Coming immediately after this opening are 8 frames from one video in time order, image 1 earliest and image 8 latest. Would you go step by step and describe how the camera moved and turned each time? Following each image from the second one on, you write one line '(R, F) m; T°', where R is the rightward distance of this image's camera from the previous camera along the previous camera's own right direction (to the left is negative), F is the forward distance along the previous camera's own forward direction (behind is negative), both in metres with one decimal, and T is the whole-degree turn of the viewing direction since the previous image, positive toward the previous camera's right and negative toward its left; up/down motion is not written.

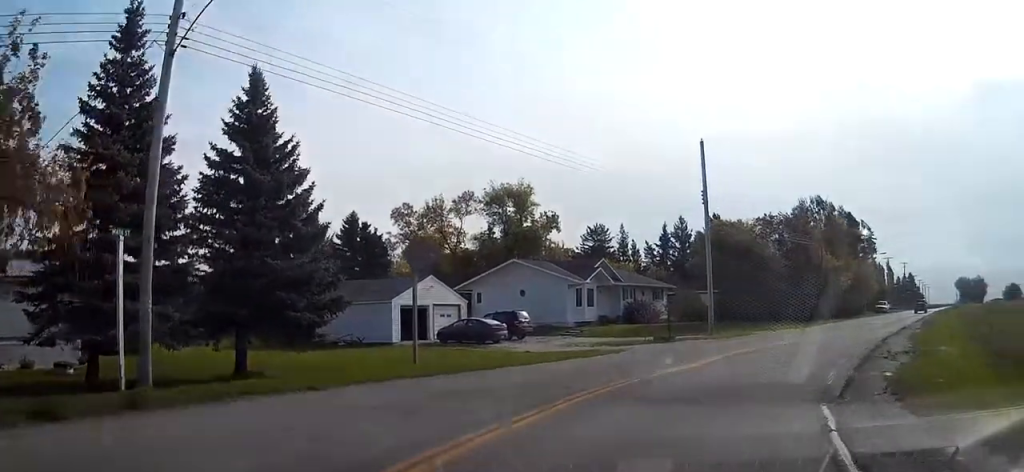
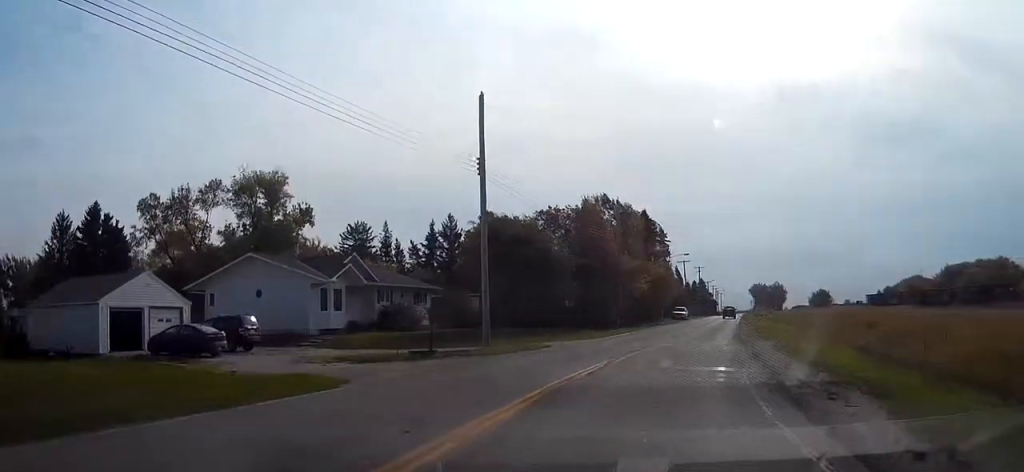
(+1.1, +9.7) m; +13°
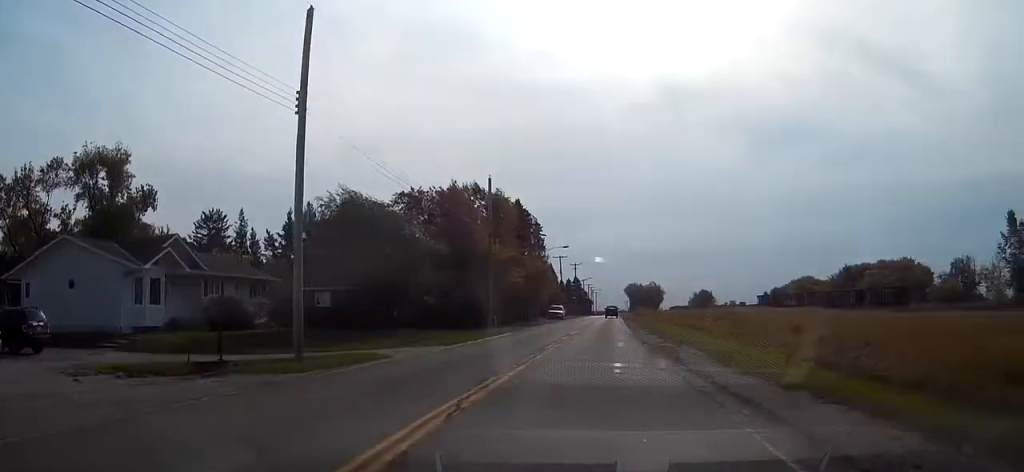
(+0.9, +8.9) m; +10°
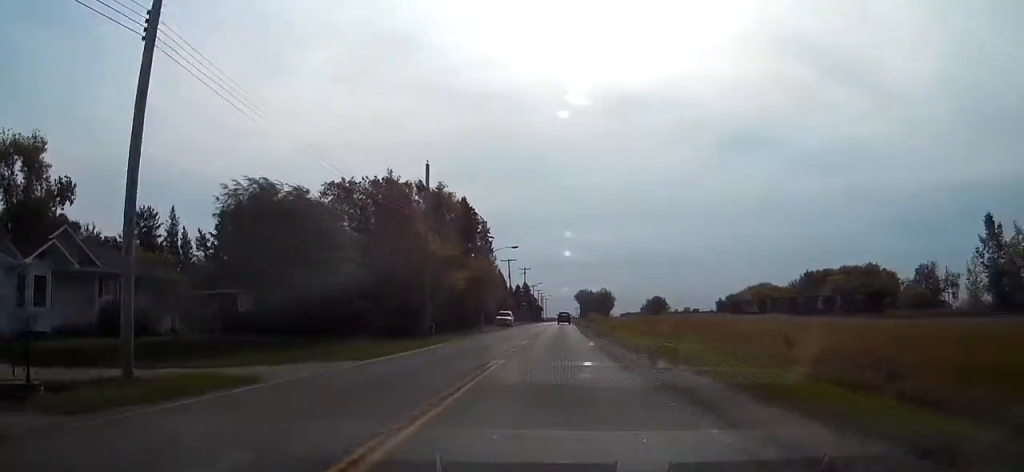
(+0.4, +6.8) m; +5°
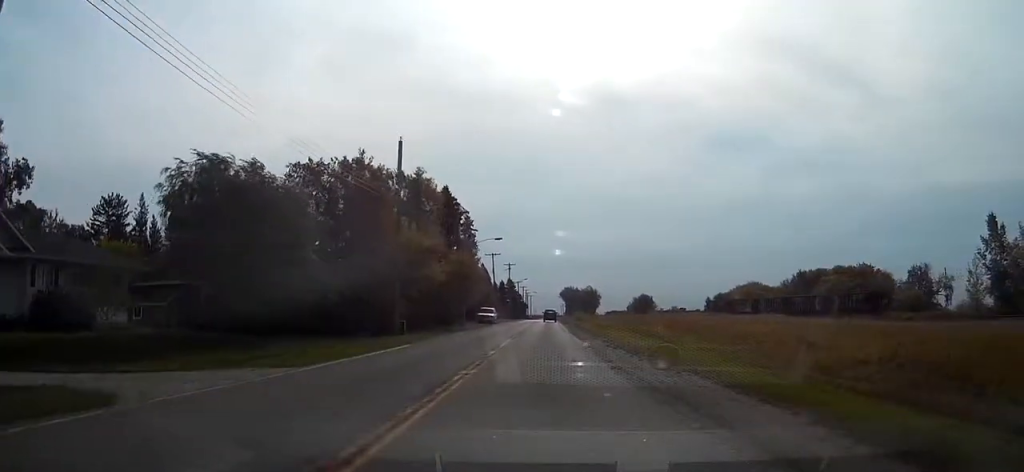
(+0.2, +5.2) m; +2°
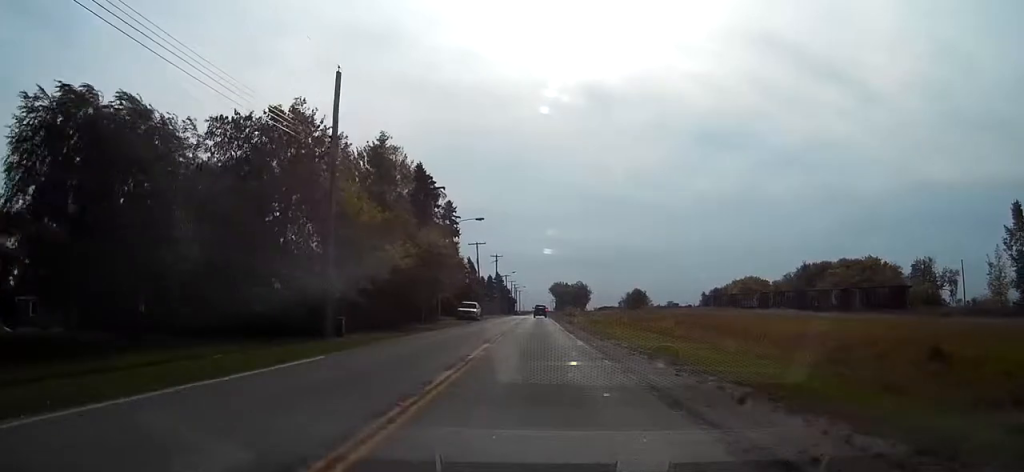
(+0.4, +11.3) m; +3°
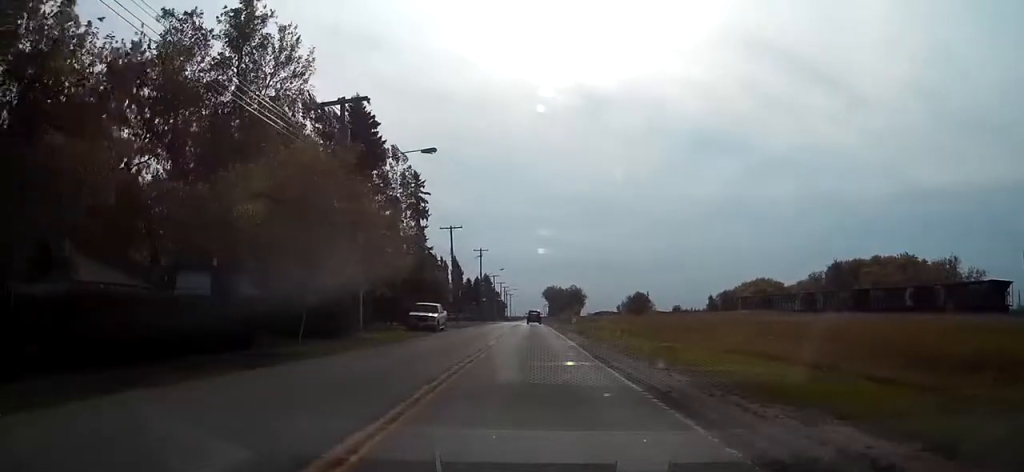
(+0.5, +25.1) m; +2°
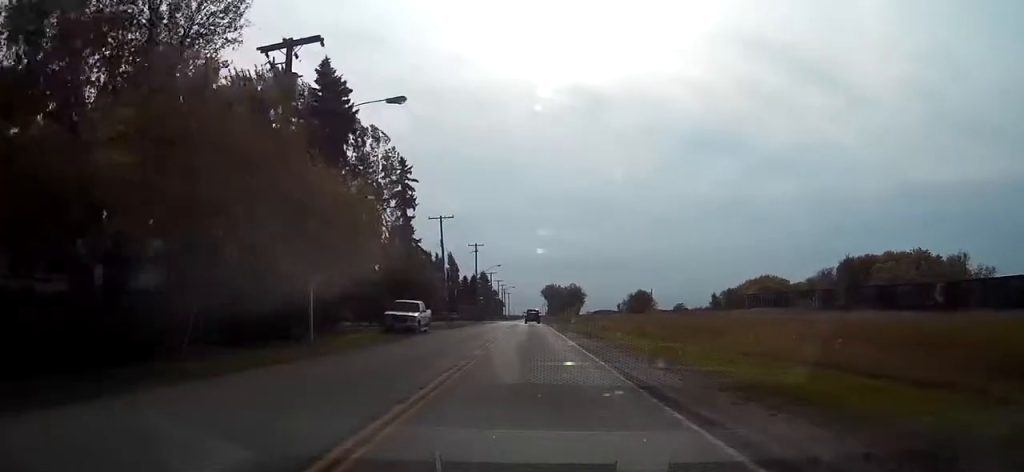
(+0.1, +7.1) m; 0°
